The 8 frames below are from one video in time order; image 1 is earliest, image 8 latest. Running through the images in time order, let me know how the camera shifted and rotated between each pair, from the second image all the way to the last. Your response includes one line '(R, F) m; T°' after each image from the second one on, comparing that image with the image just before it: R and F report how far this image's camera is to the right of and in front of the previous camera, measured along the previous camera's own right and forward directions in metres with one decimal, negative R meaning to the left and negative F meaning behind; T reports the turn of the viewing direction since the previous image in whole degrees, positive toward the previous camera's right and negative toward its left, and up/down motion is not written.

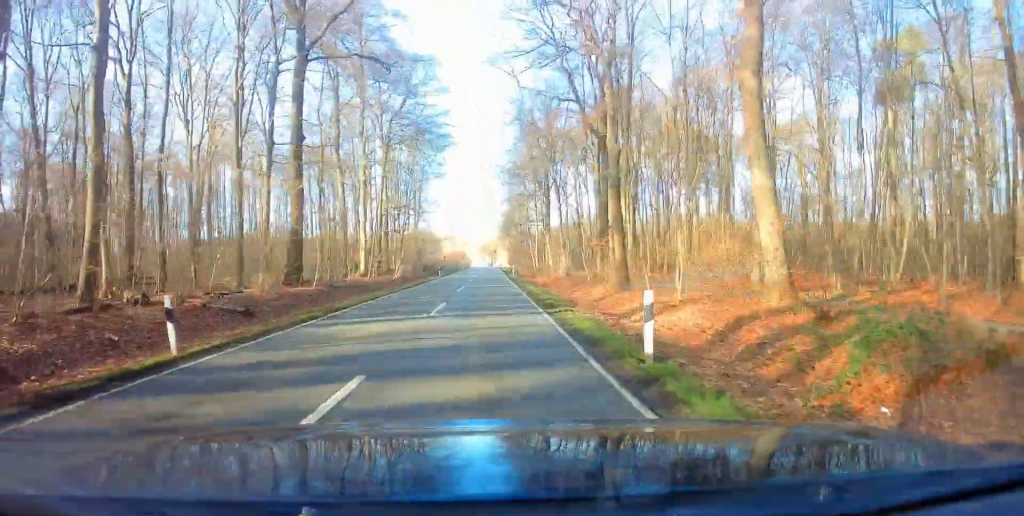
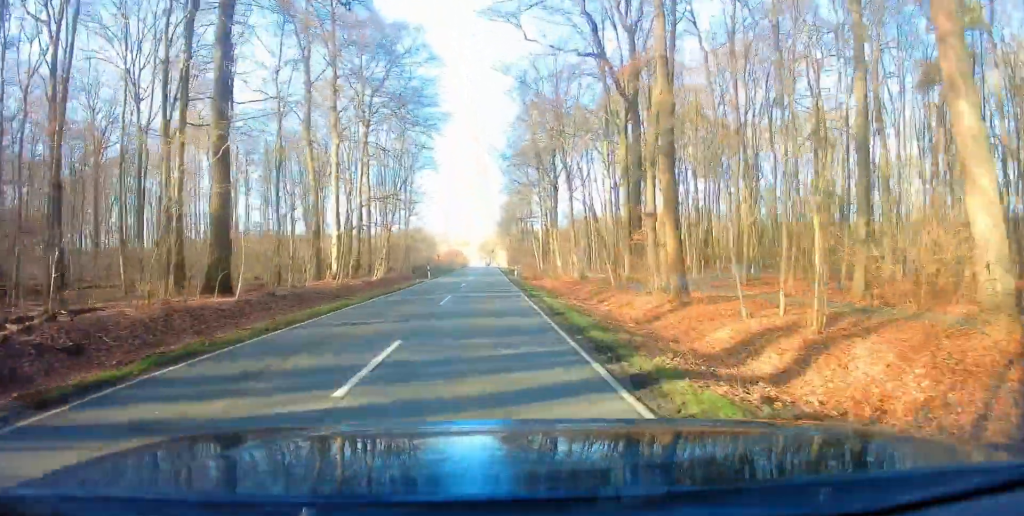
(-0.3, +8.8) m; 0°
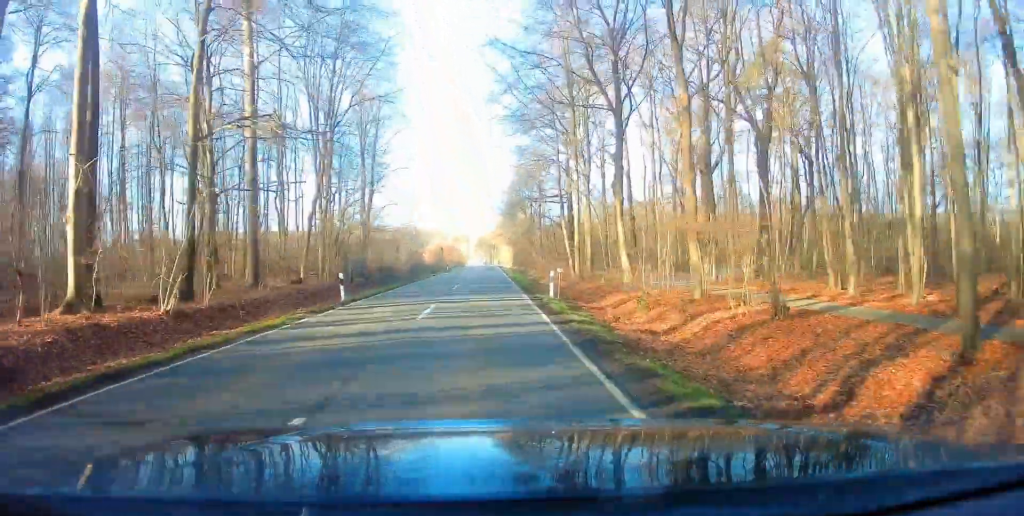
(+0.5, +28.4) m; +2°
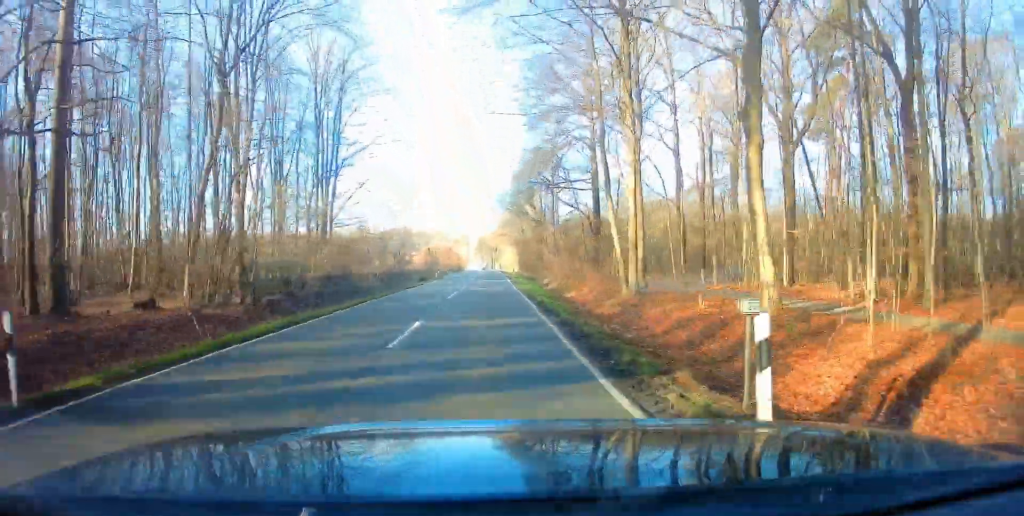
(0.0, +15.5) m; -1°
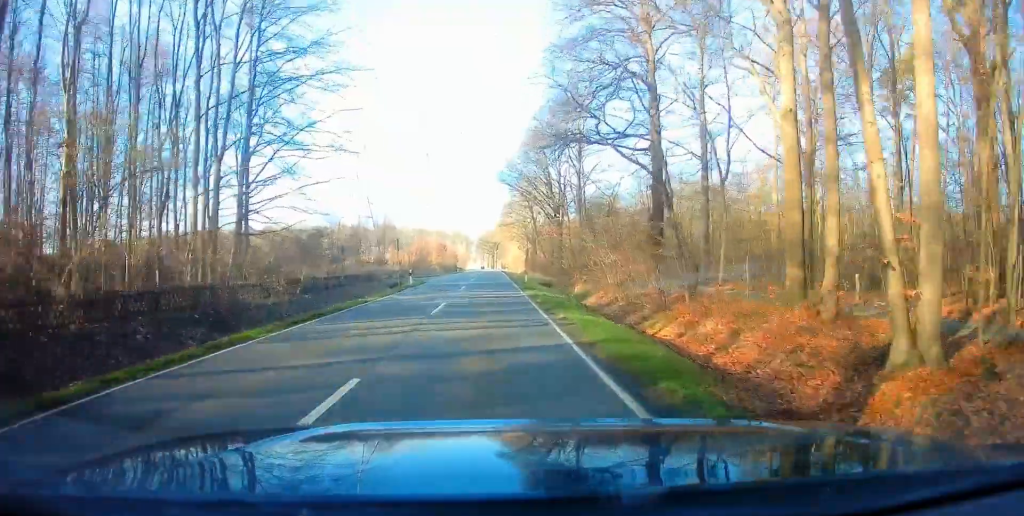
(-0.2, +18.3) m; -1°
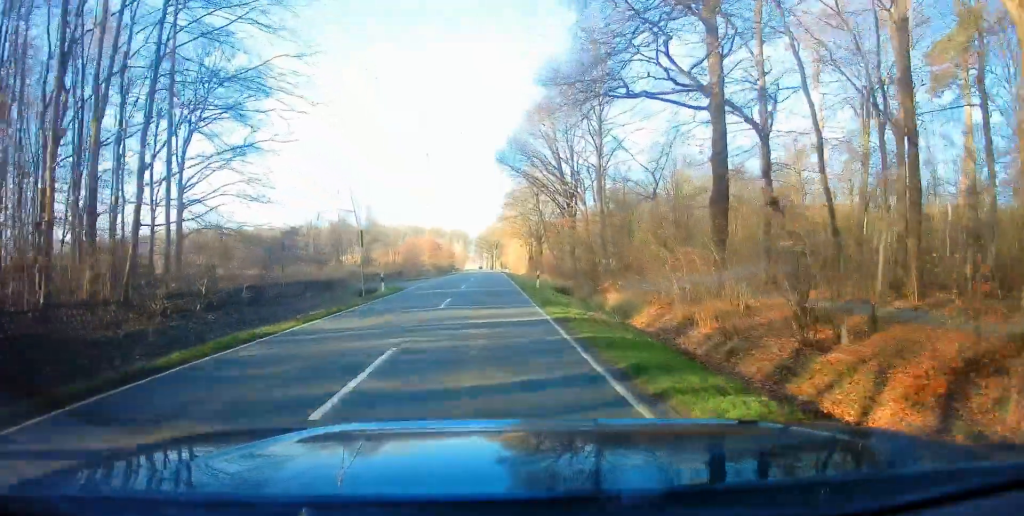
(0.0, +9.5) m; 0°
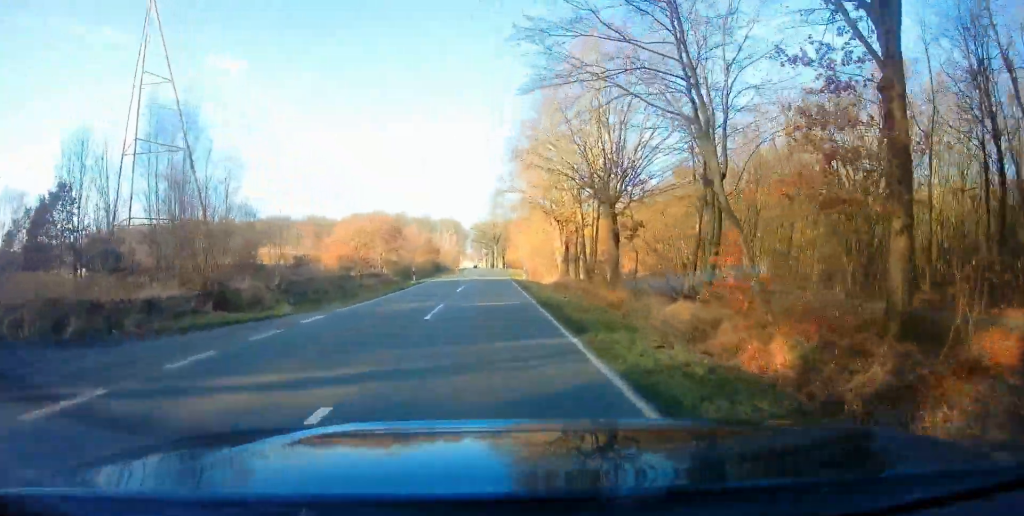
(0.0, +39.4) m; 0°
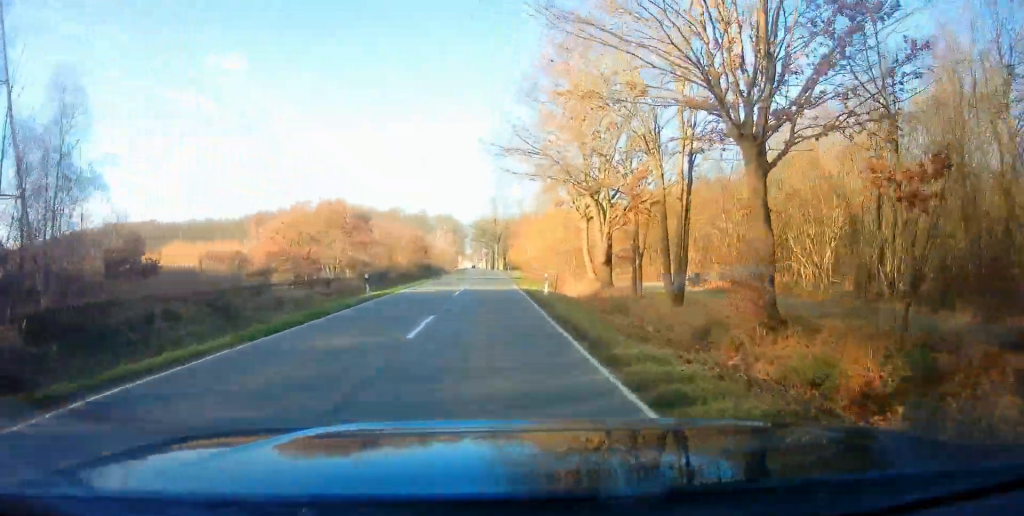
(0.0, +15.0) m; 0°
